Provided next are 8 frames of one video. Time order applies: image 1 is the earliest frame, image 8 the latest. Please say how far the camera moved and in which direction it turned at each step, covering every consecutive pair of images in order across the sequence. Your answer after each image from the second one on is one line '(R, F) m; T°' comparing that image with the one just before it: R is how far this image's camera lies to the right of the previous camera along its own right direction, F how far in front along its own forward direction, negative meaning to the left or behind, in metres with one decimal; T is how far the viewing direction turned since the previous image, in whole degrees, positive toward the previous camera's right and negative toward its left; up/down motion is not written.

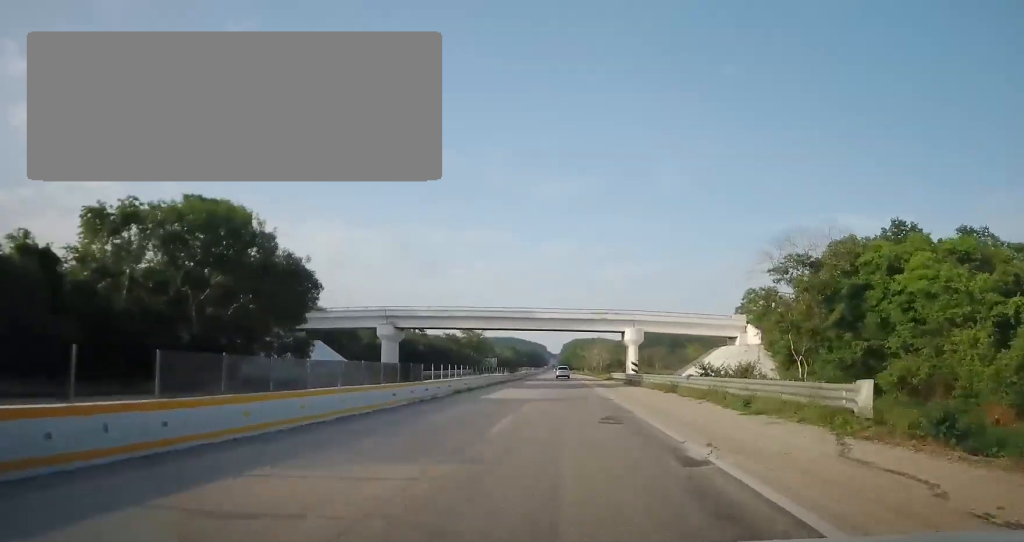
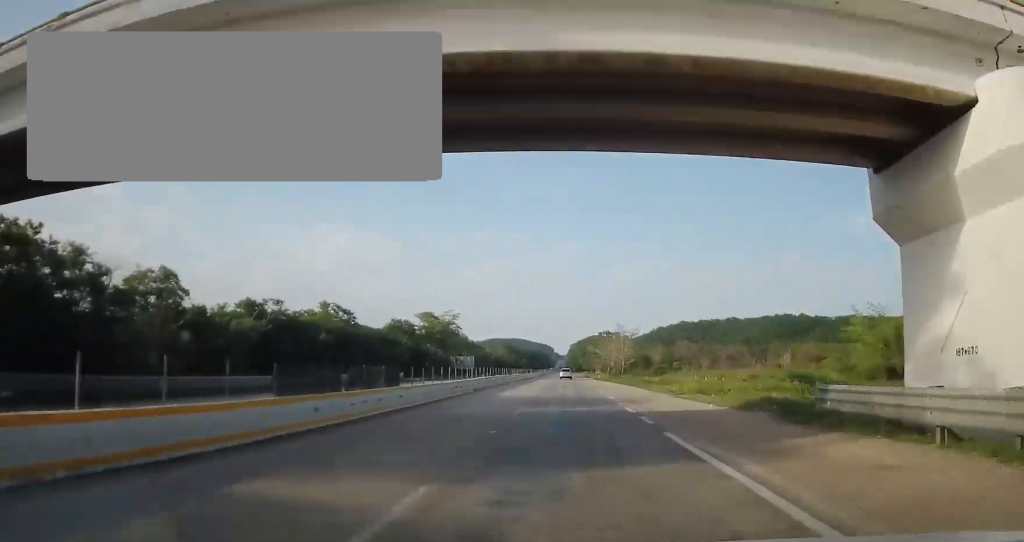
(+0.1, +56.5) m; 0°
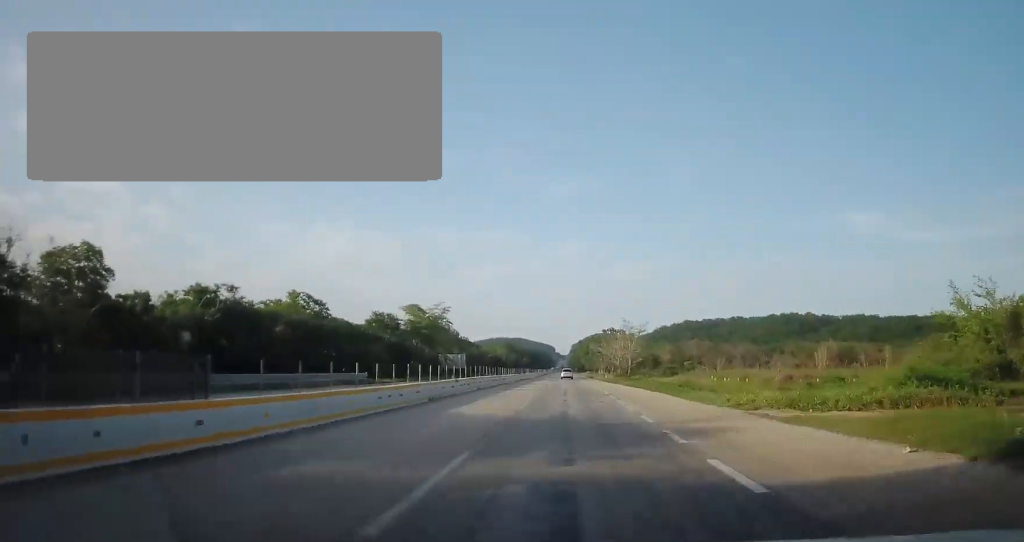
(0.0, +12.5) m; 0°
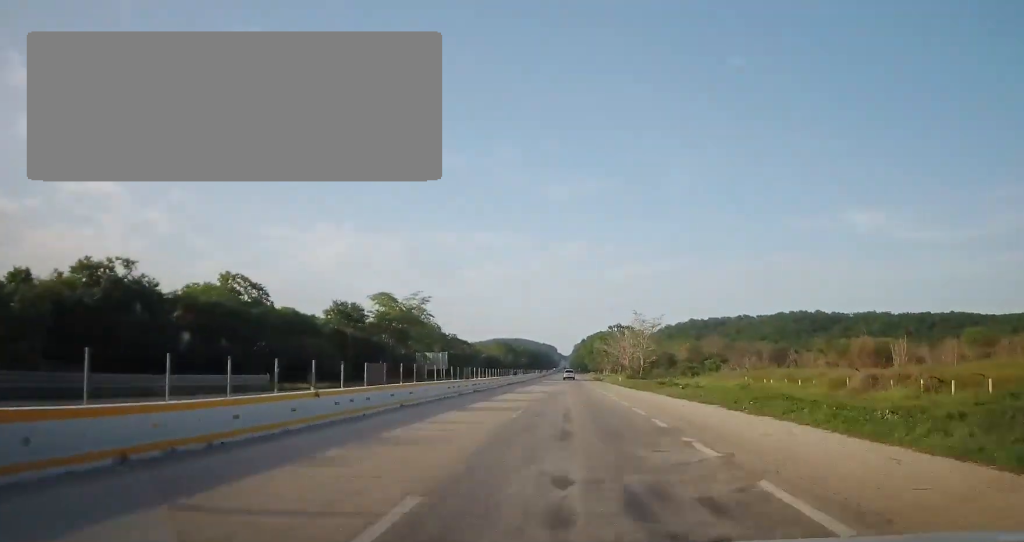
(0.0, +19.1) m; 0°
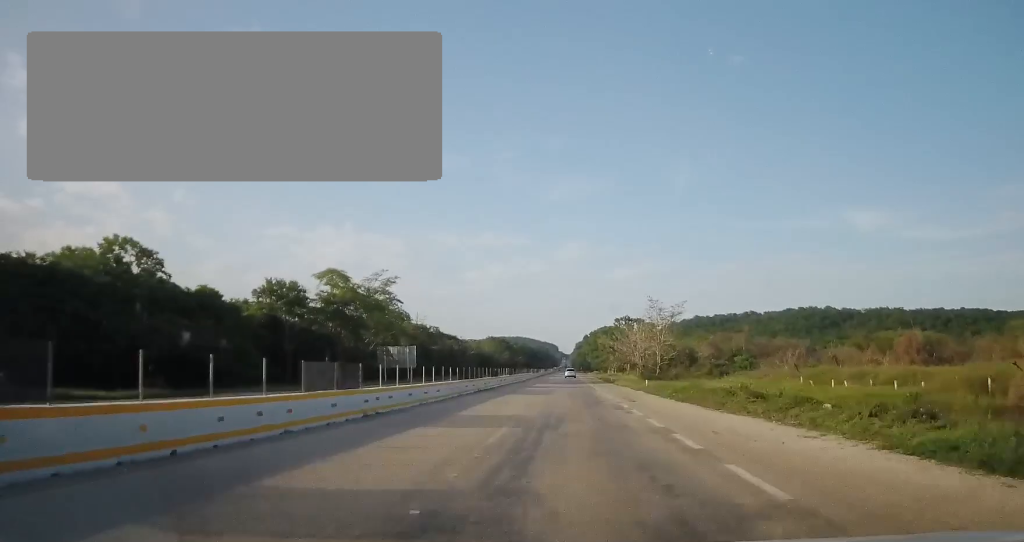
(0.0, +20.6) m; 0°
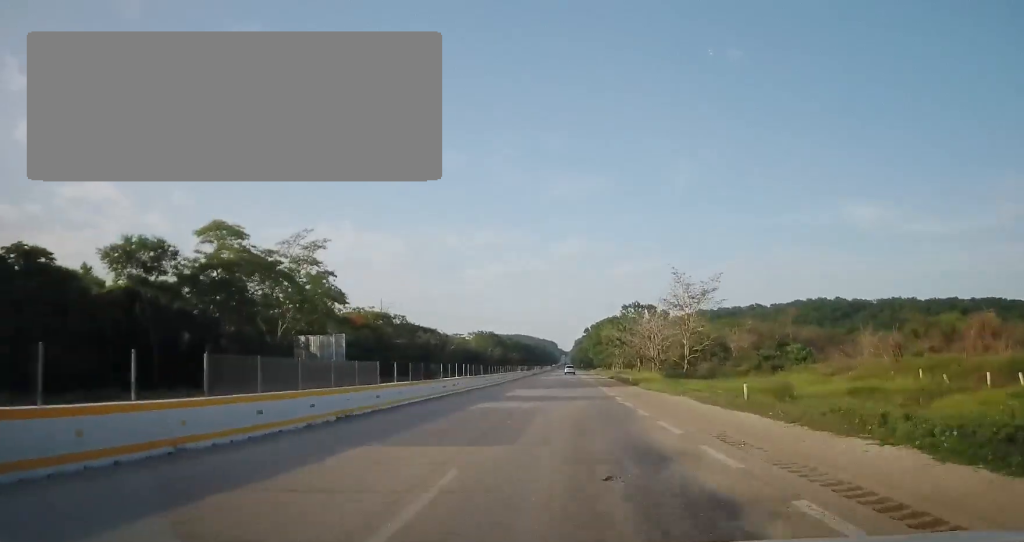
(+0.2, +24.0) m; 0°
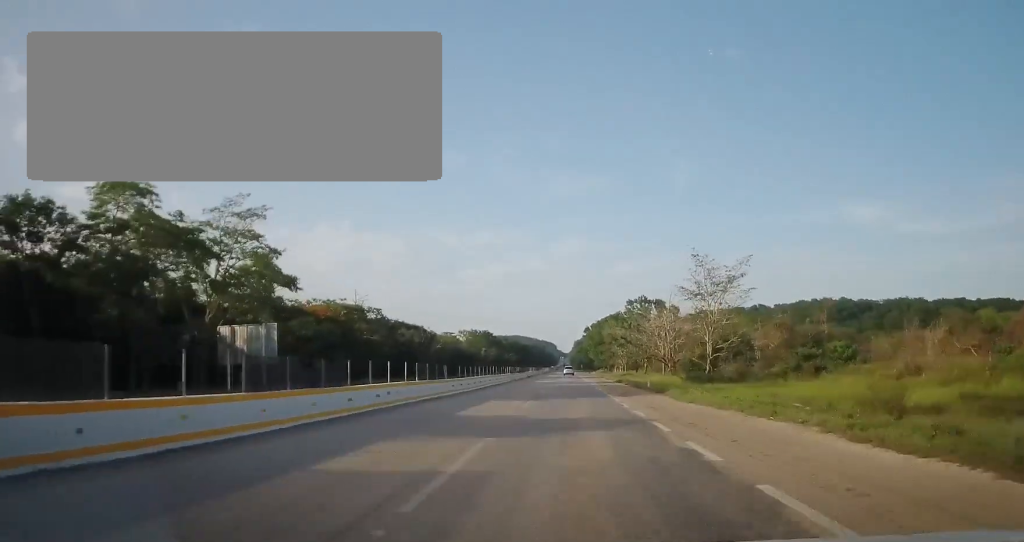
(+0.1, +12.5) m; 0°
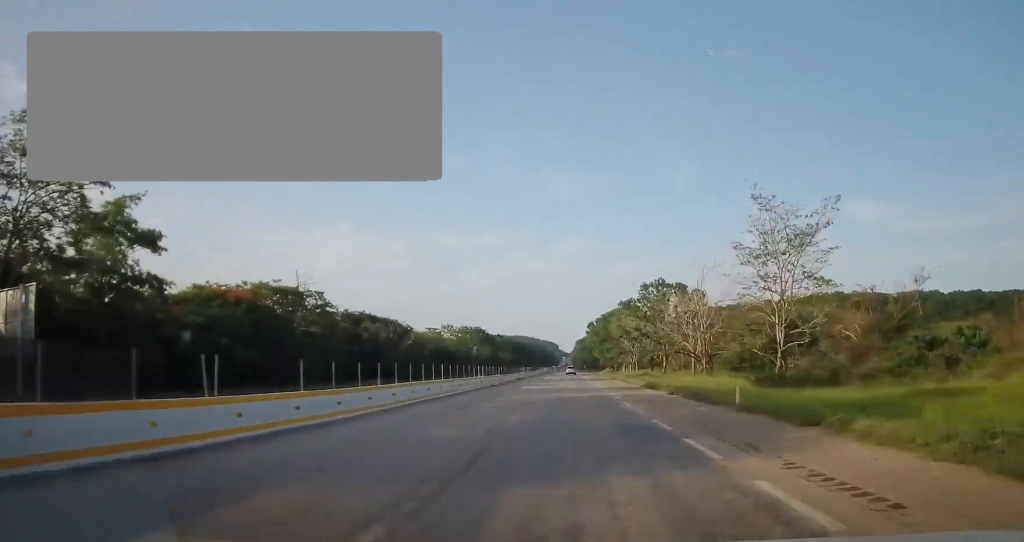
(-0.2, +20.9) m; 0°
